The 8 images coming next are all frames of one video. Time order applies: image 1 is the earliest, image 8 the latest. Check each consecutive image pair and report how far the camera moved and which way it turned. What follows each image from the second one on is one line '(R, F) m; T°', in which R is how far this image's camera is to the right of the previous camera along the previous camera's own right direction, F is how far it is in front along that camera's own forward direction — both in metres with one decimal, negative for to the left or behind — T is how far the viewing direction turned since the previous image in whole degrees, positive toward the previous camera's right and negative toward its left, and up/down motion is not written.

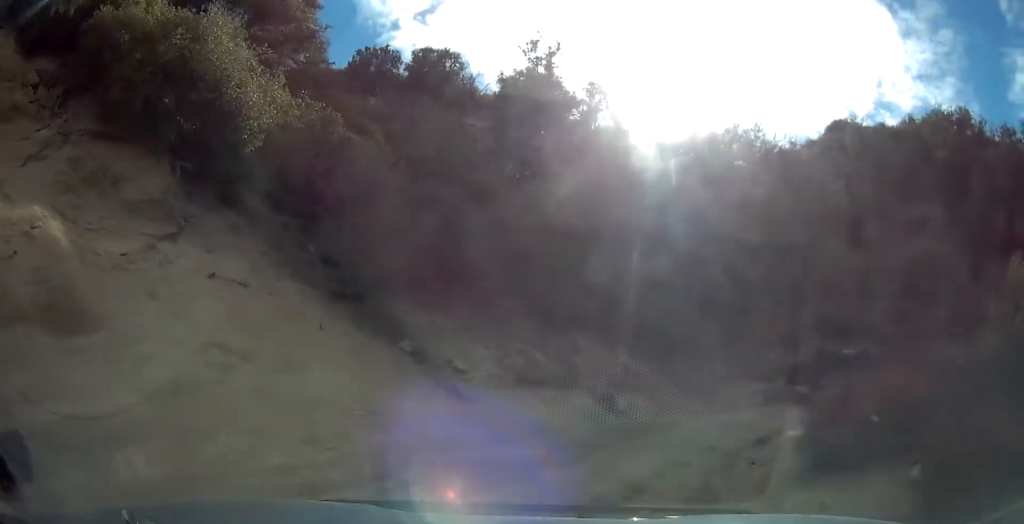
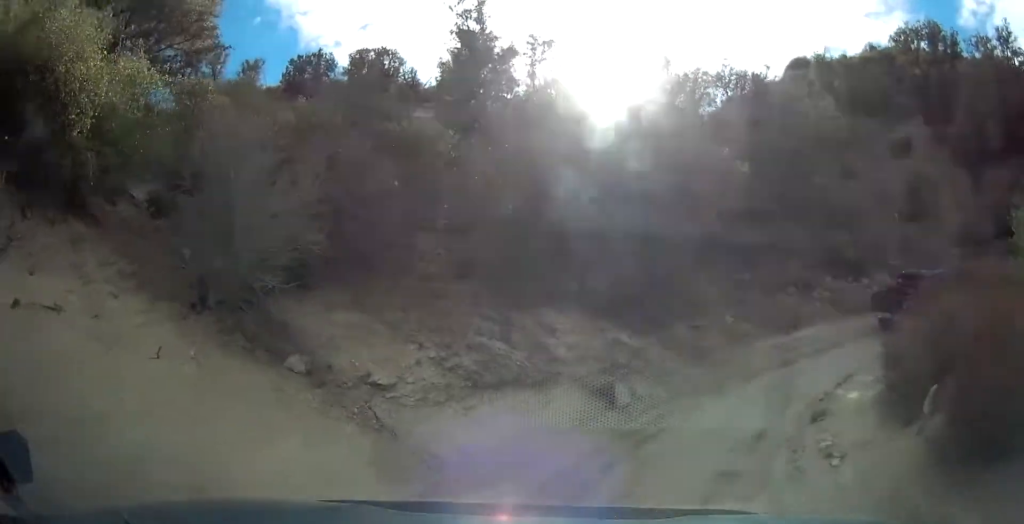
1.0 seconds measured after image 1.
(0.0, +3.1) m; -2°
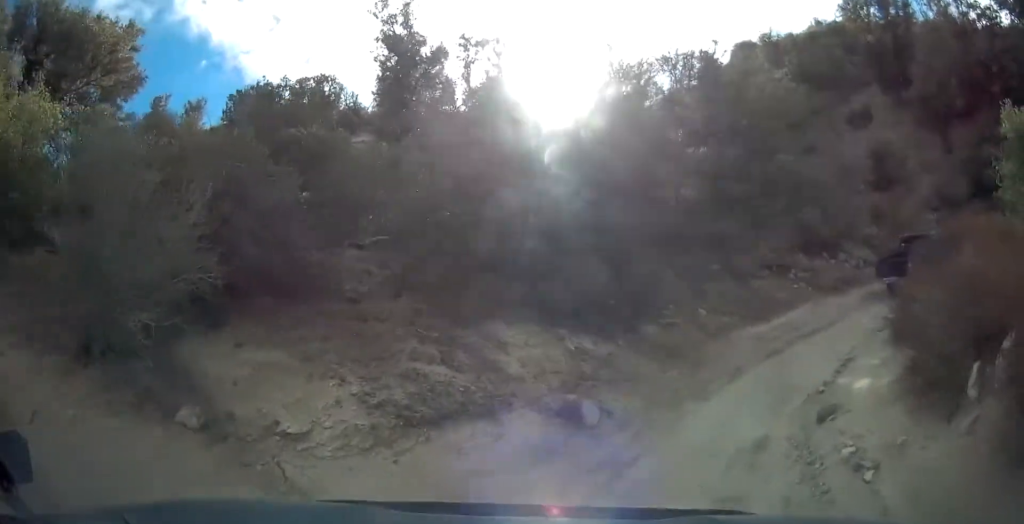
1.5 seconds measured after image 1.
(-0.3, +1.4) m; -1°
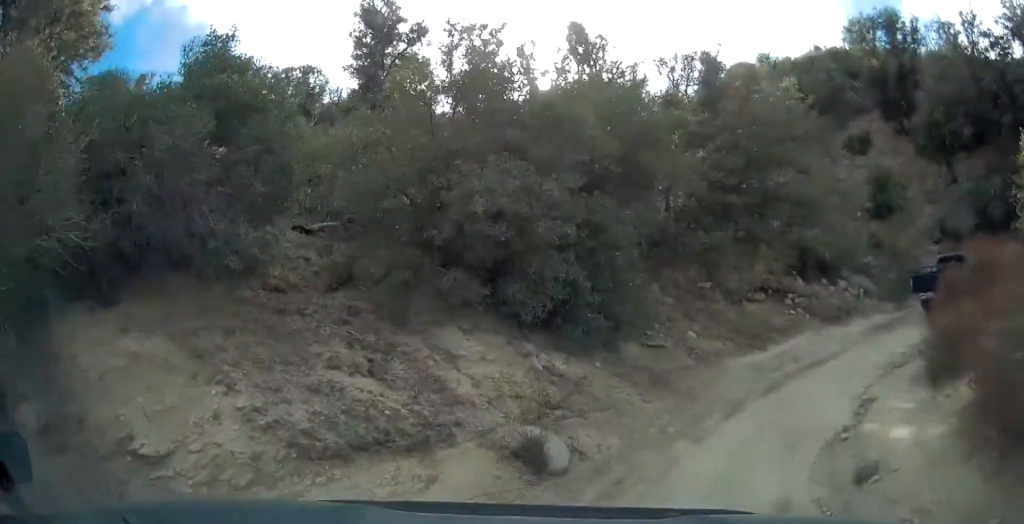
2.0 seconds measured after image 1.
(+0.3, +1.9) m; +5°
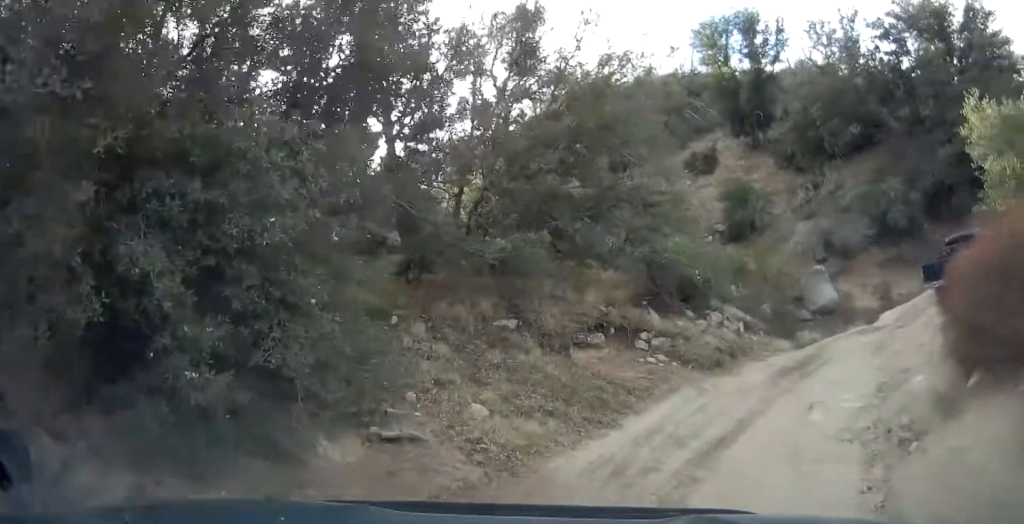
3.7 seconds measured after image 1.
(+1.0, +6.2) m; +22°
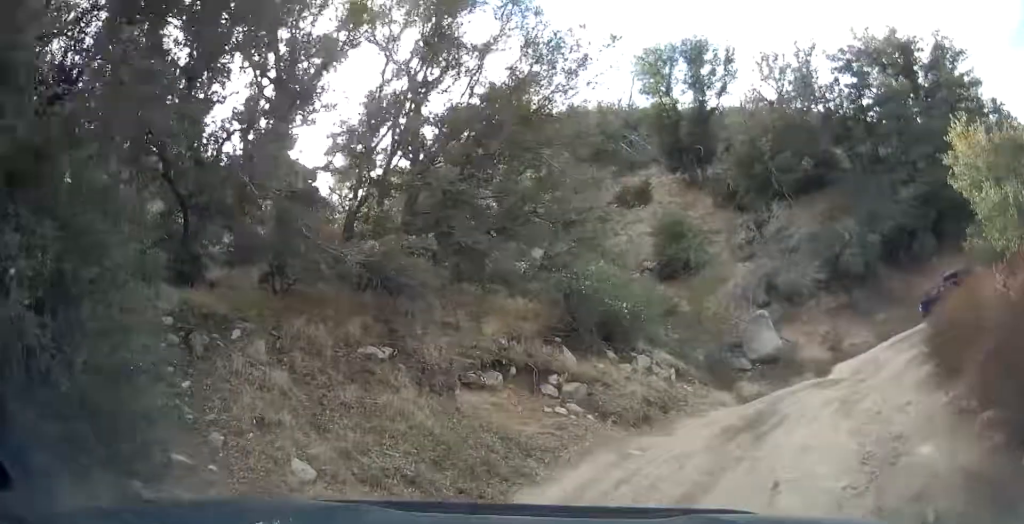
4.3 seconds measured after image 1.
(+0.3, +2.3) m; +8°
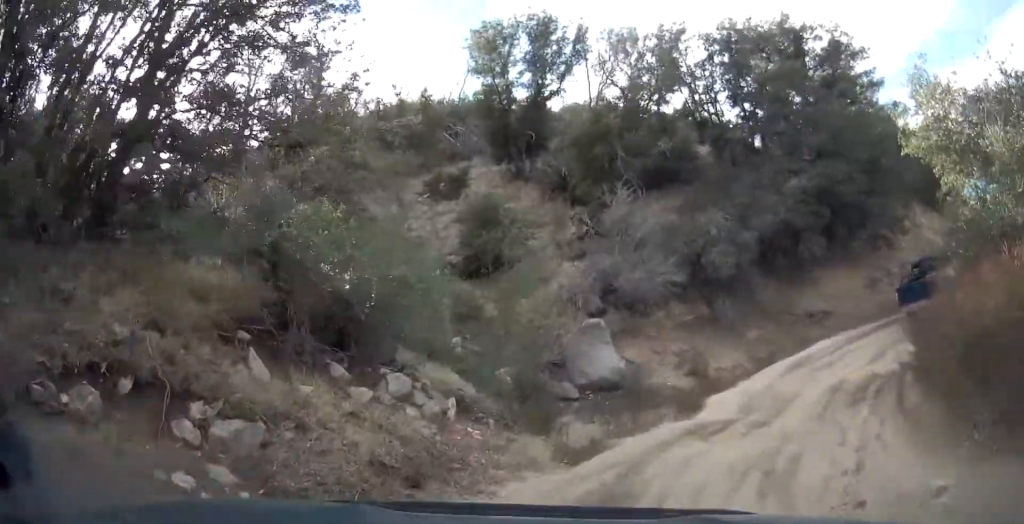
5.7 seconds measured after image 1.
(+0.4, +5.0) m; +9°
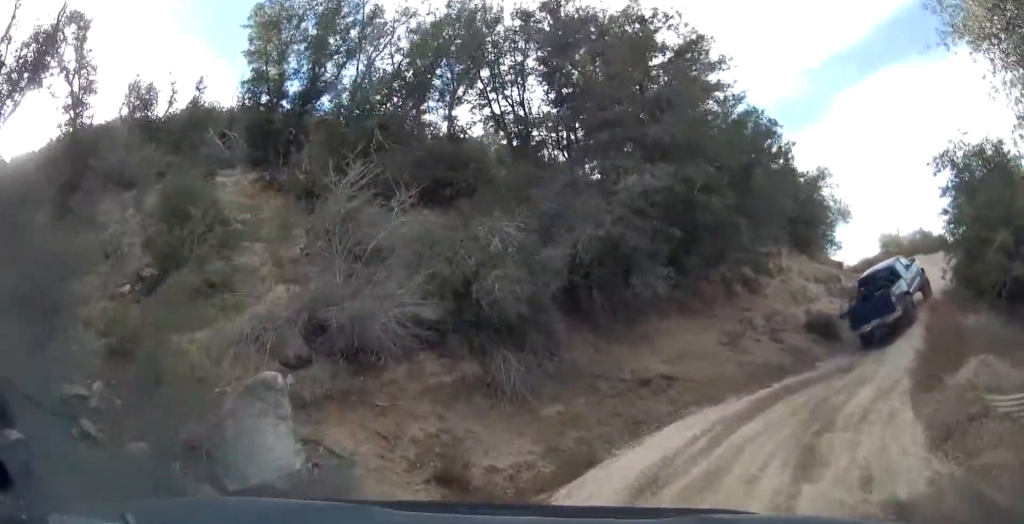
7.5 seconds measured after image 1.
(+1.2, +6.4) m; +25°
